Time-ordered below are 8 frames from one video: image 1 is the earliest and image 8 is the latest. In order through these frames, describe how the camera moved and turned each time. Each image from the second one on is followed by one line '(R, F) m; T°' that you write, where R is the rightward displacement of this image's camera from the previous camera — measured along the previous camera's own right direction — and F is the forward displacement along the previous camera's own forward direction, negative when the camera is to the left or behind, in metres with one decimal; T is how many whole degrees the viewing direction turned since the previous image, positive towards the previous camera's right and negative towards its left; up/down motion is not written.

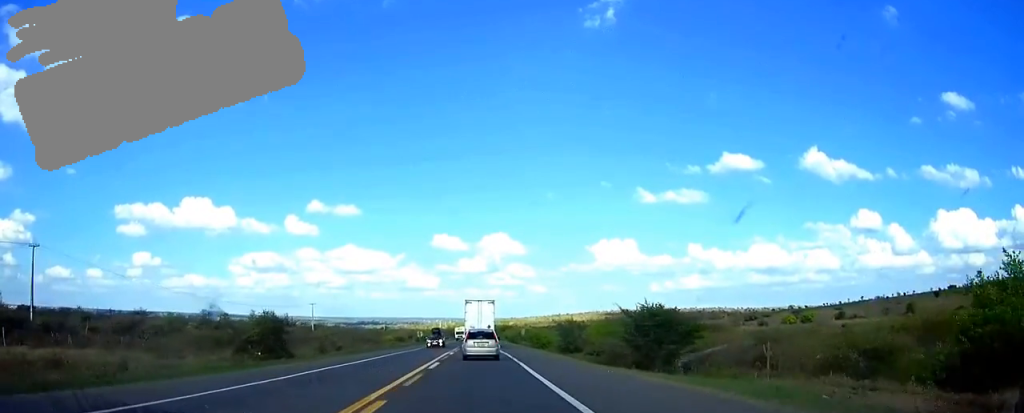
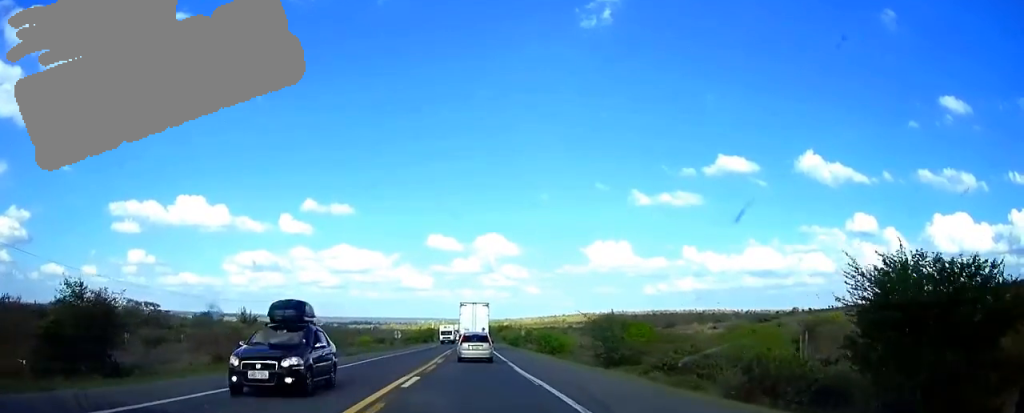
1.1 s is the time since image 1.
(+0.1, +24.4) m; +1°
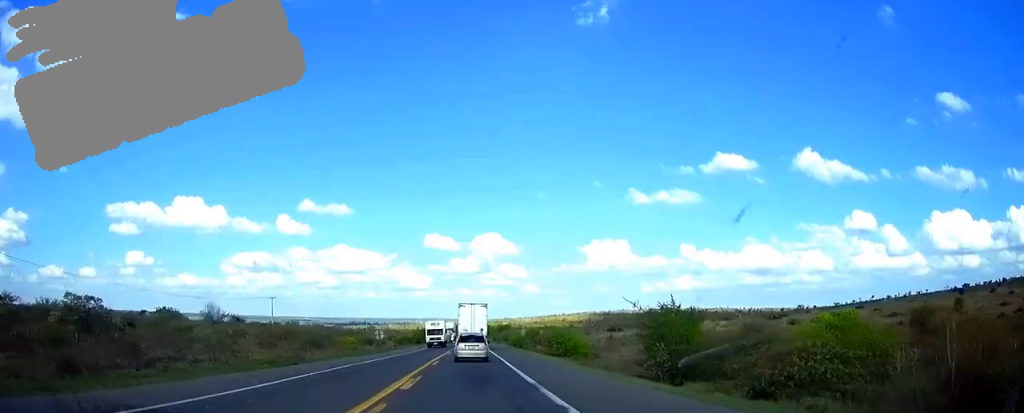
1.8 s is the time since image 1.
(0.0, +15.6) m; 0°
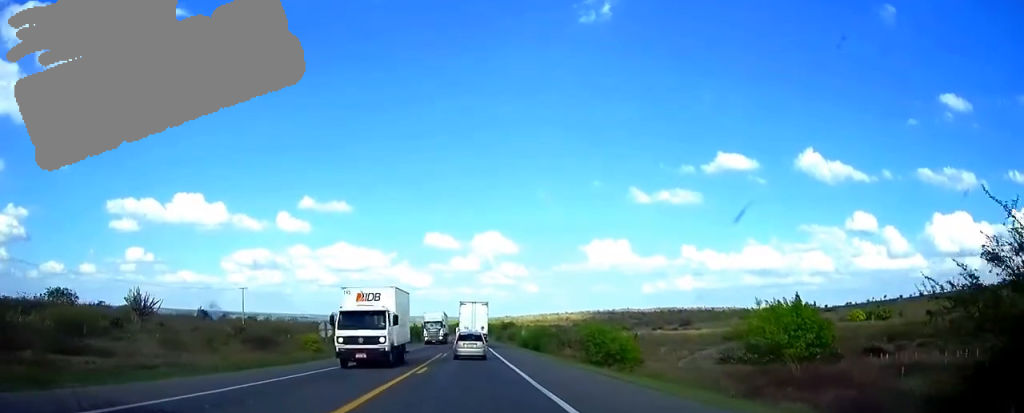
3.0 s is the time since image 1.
(0.0, +25.9) m; 0°
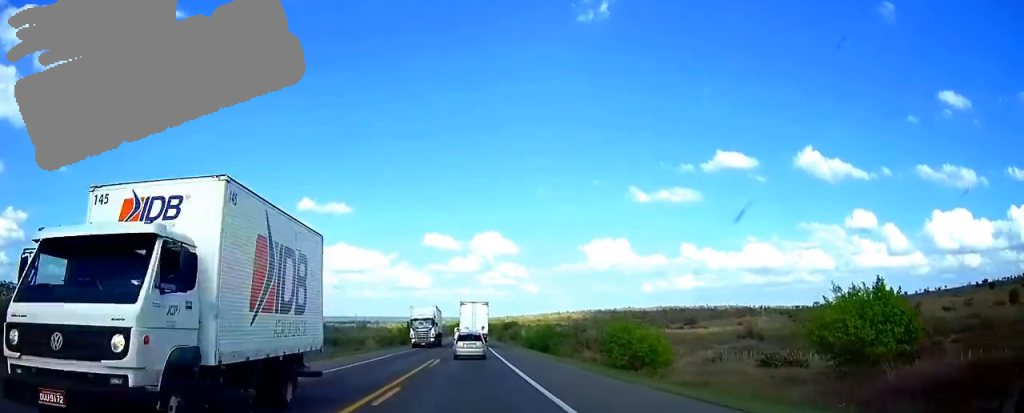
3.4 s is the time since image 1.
(0.0, +9.7) m; 0°
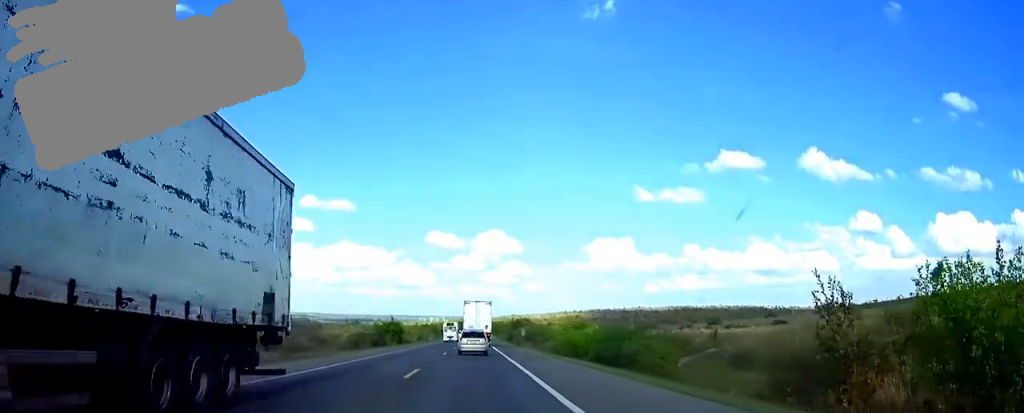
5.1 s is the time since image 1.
(-0.1, +37.4) m; 0°
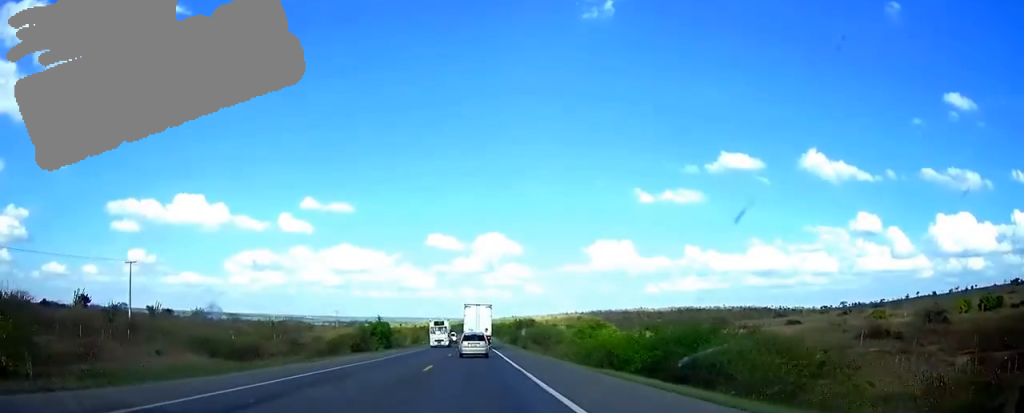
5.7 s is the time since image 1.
(0.0, +14.2) m; 0°
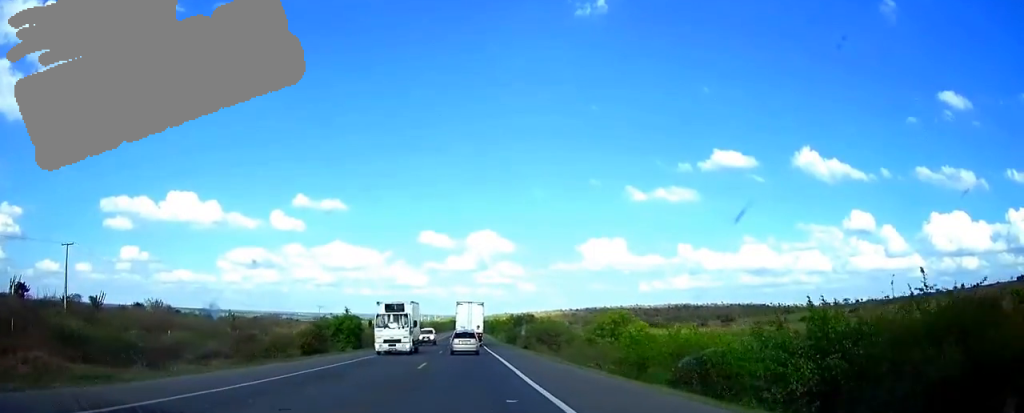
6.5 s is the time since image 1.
(0.0, +18.6) m; 0°
